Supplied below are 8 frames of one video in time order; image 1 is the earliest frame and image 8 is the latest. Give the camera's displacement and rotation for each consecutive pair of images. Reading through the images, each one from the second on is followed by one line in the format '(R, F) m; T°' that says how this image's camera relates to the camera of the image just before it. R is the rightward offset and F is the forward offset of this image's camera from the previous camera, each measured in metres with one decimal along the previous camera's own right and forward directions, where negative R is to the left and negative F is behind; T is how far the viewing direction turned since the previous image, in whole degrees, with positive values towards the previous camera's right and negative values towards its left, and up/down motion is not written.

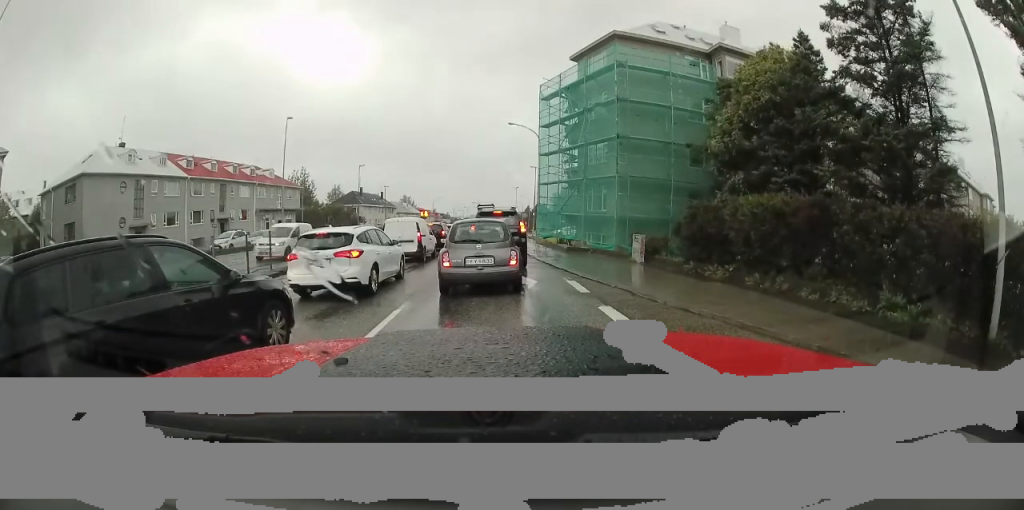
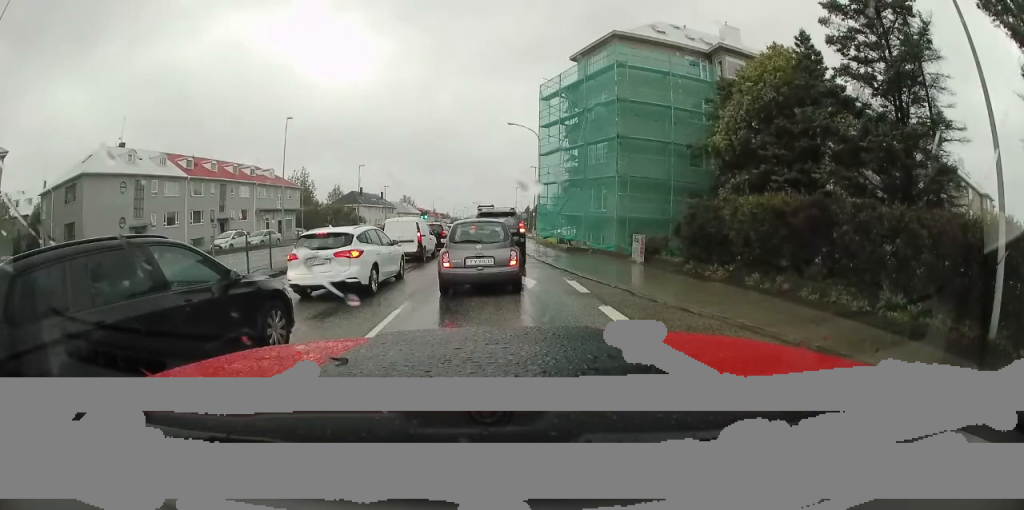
(0.0, 0.0) m; 0°
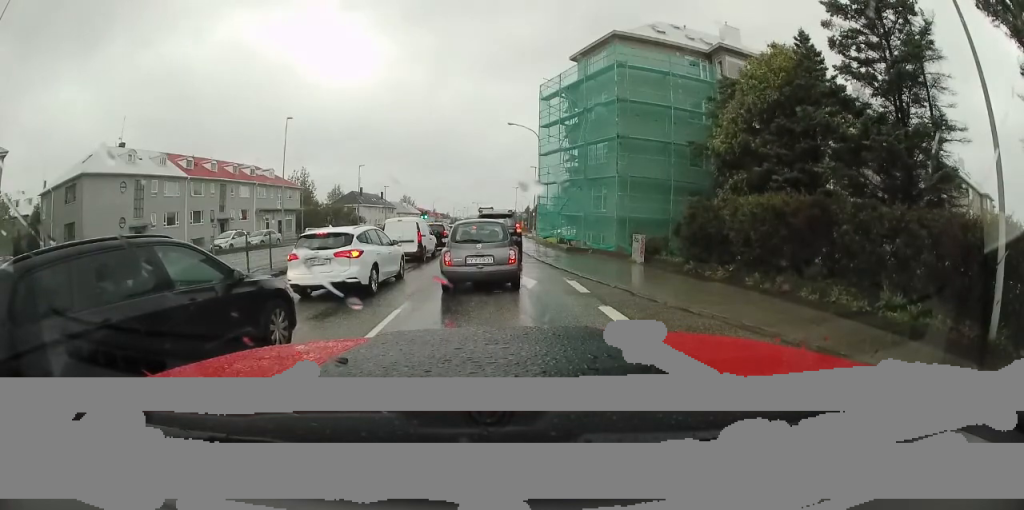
(0.0, 0.0) m; 0°
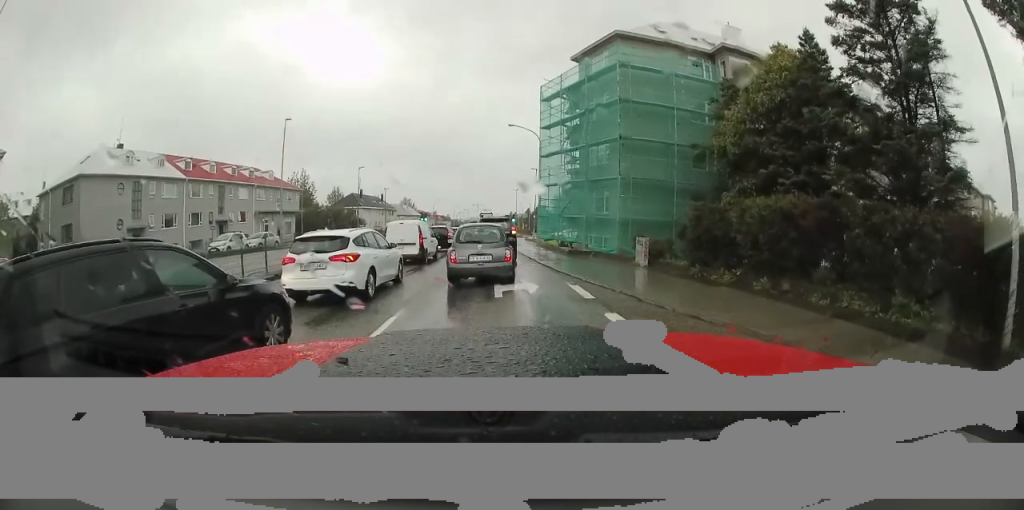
(0.0, 0.0) m; 0°
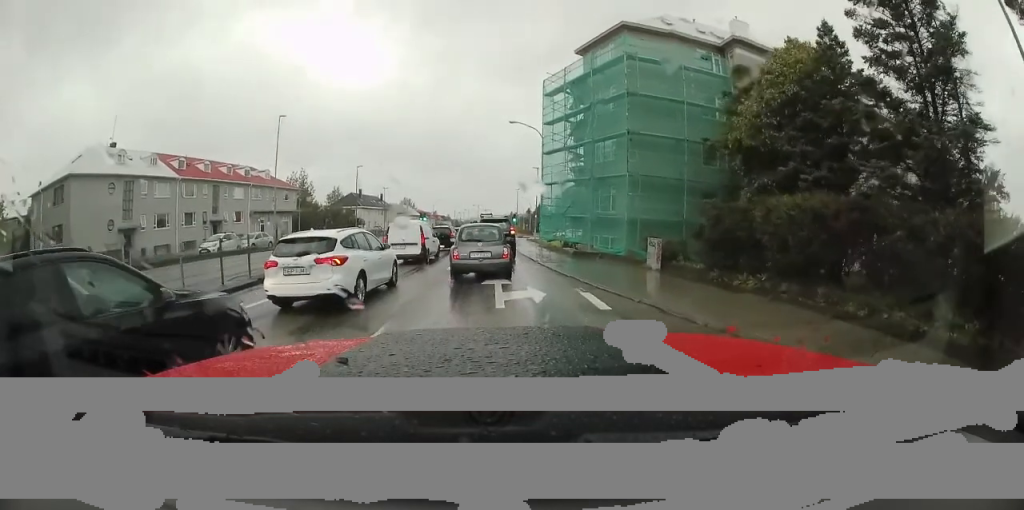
(0.0, 0.0) m; 0°
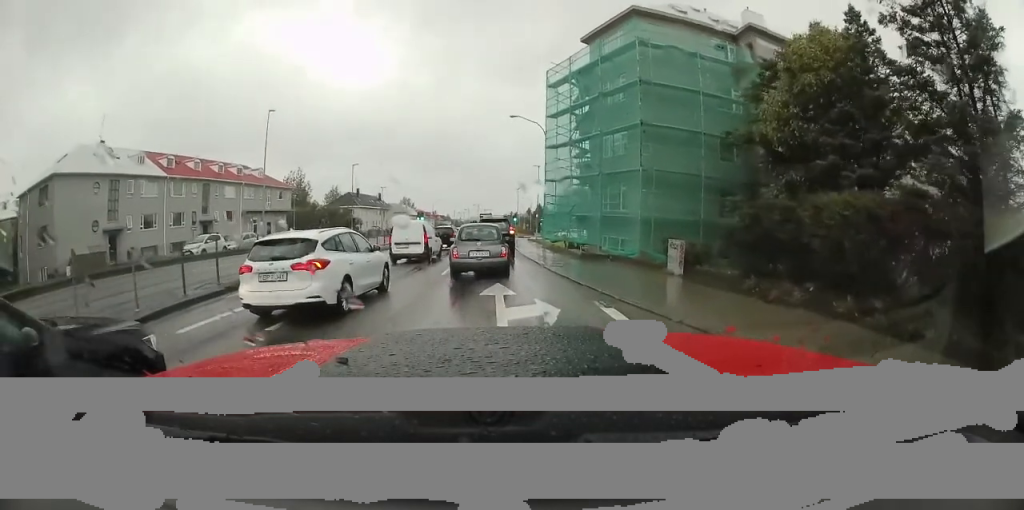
(0.0, +0.4) m; 0°
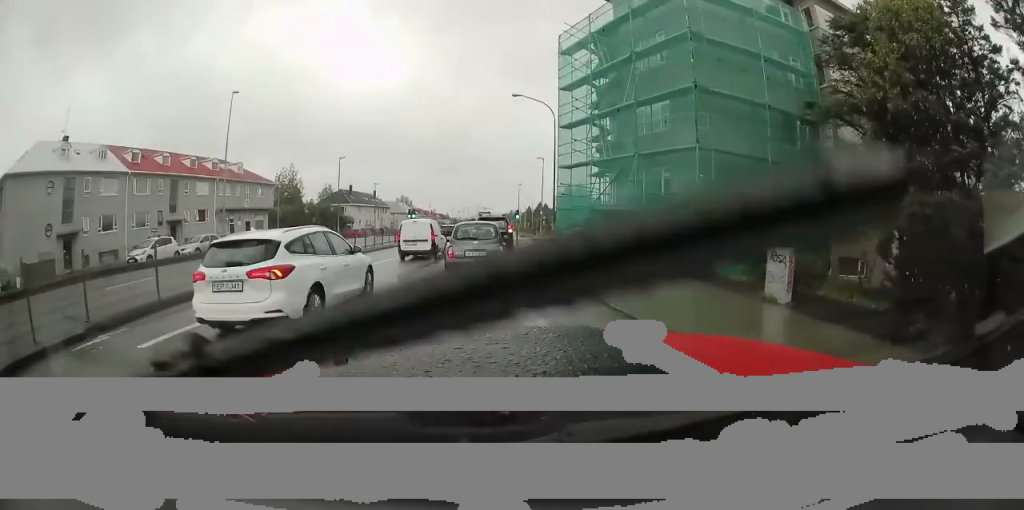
(0.0, +3.0) m; +3°
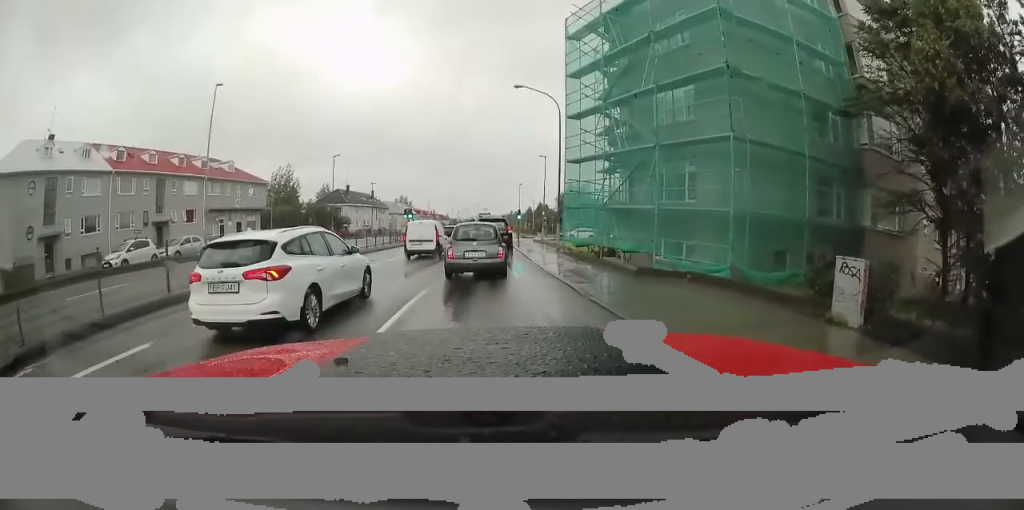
(-0.1, +1.6) m; +4°
